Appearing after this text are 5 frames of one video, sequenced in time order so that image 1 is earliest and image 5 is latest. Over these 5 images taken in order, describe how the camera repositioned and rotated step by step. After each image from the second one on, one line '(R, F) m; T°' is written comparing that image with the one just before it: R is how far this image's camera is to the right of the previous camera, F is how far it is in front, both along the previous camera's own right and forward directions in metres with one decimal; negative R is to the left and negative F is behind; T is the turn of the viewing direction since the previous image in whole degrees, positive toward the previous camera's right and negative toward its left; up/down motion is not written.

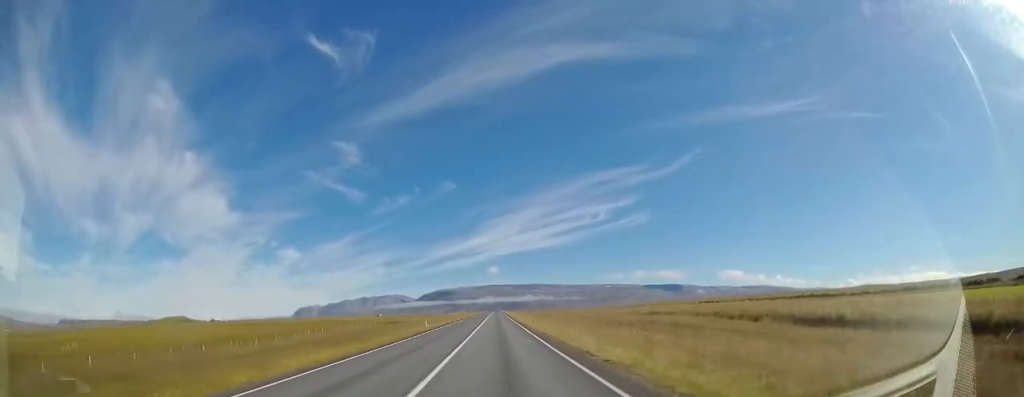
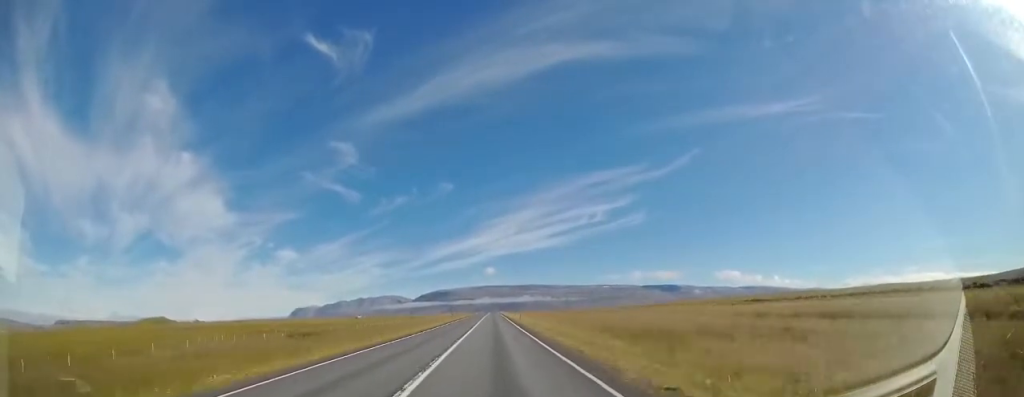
(-0.2, +34.1) m; 0°
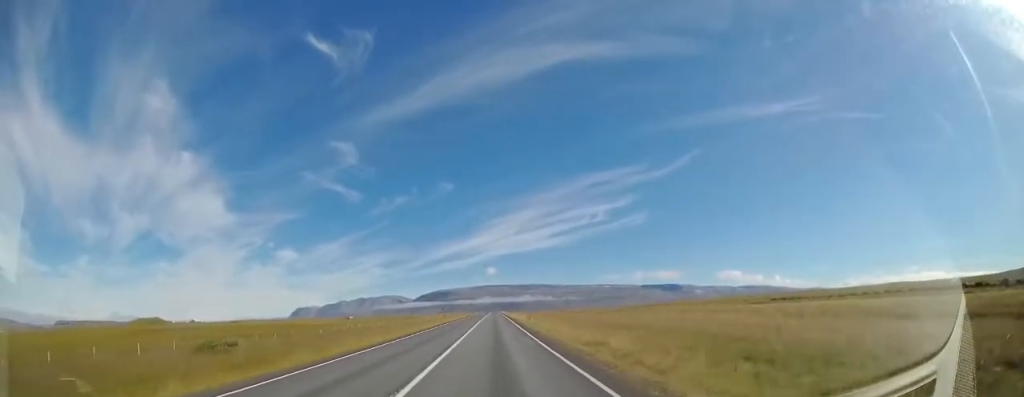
(+0.2, +13.5) m; 0°
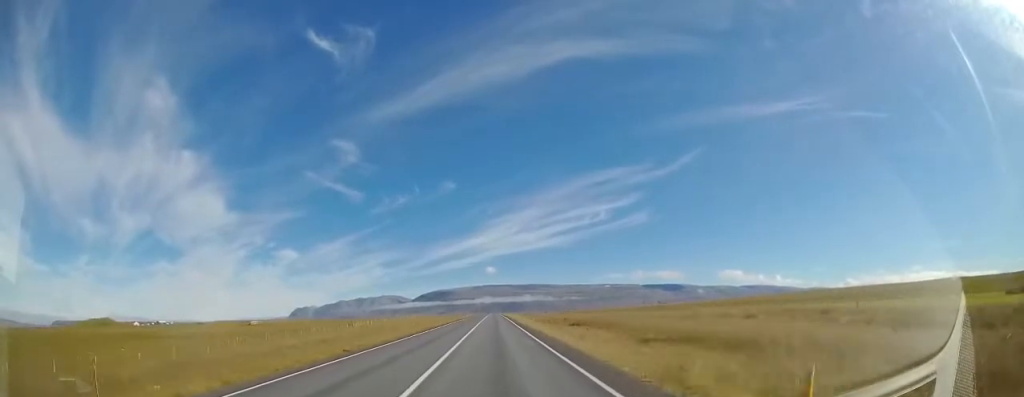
(-0.5, +81.6) m; -1°
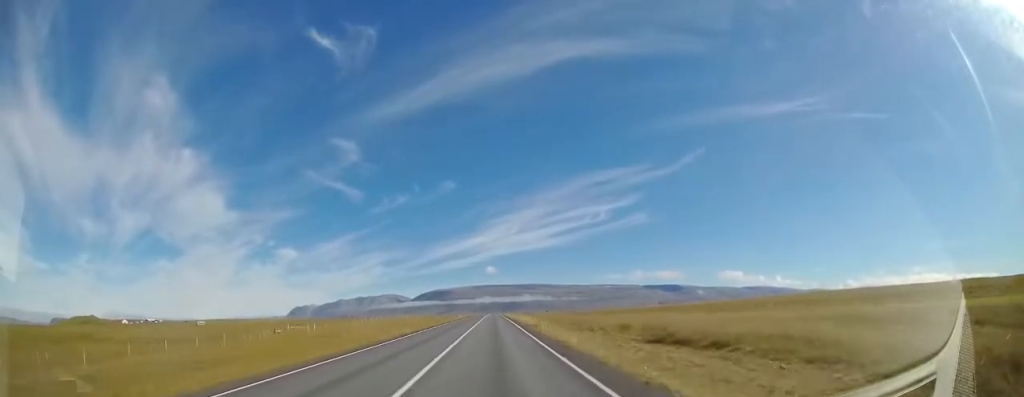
(0.0, +23.8) m; 0°
